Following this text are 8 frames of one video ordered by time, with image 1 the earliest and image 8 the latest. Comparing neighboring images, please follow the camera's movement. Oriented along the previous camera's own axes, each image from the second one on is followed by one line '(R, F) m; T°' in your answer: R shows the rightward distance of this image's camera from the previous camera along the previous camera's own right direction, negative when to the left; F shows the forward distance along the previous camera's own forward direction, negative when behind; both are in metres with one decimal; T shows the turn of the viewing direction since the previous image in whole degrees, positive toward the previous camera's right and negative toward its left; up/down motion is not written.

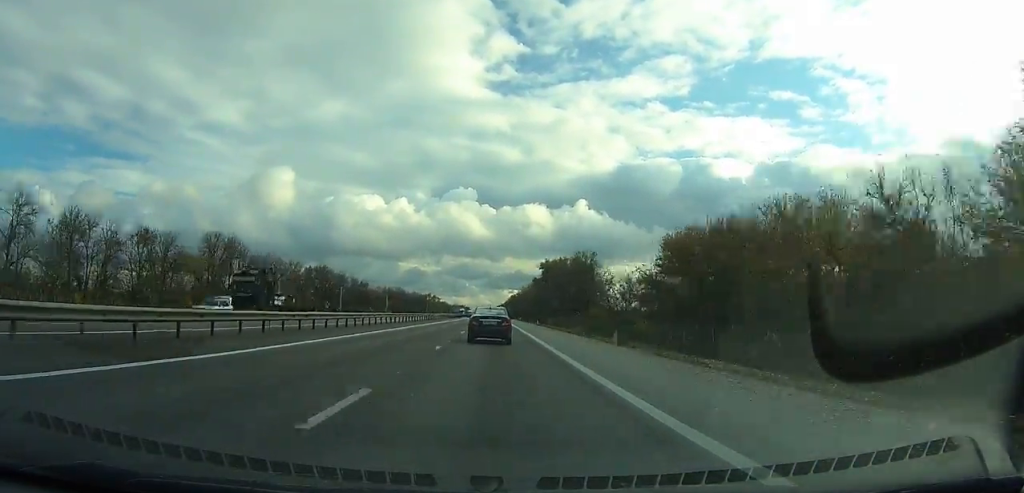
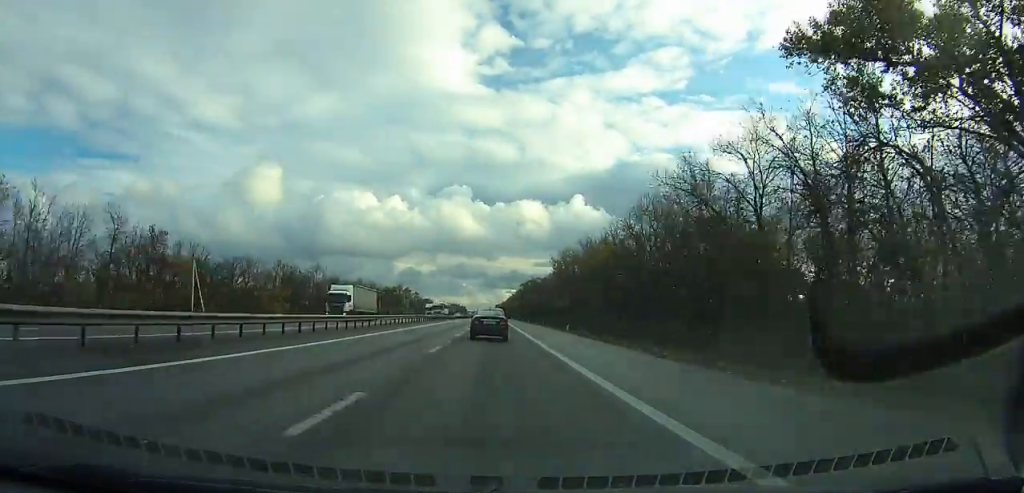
(-0.2, +135.8) m; 0°
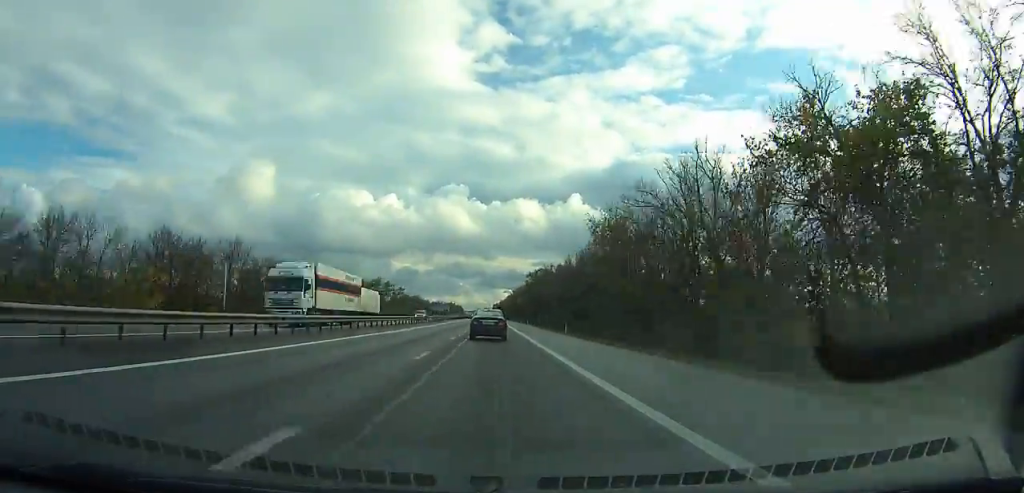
(0.0, +50.9) m; 0°
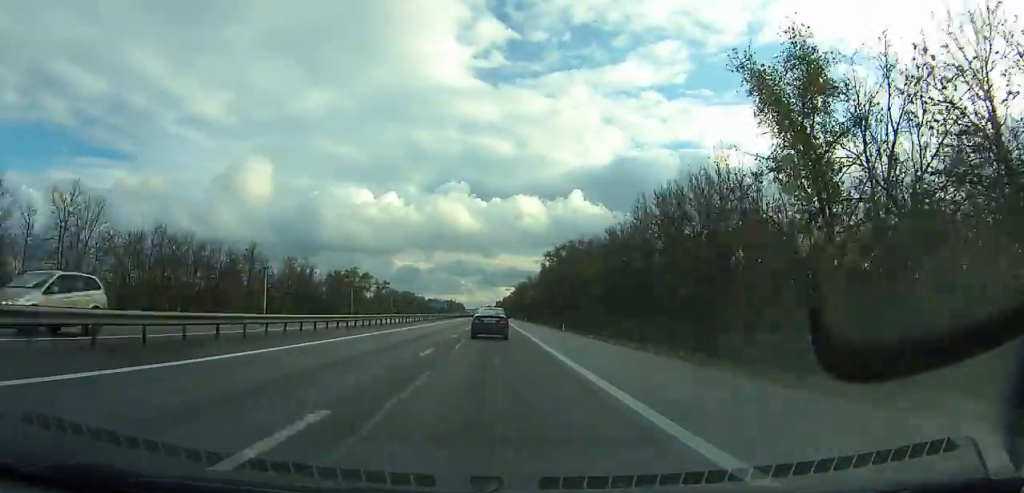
(-0.1, +45.7) m; 0°
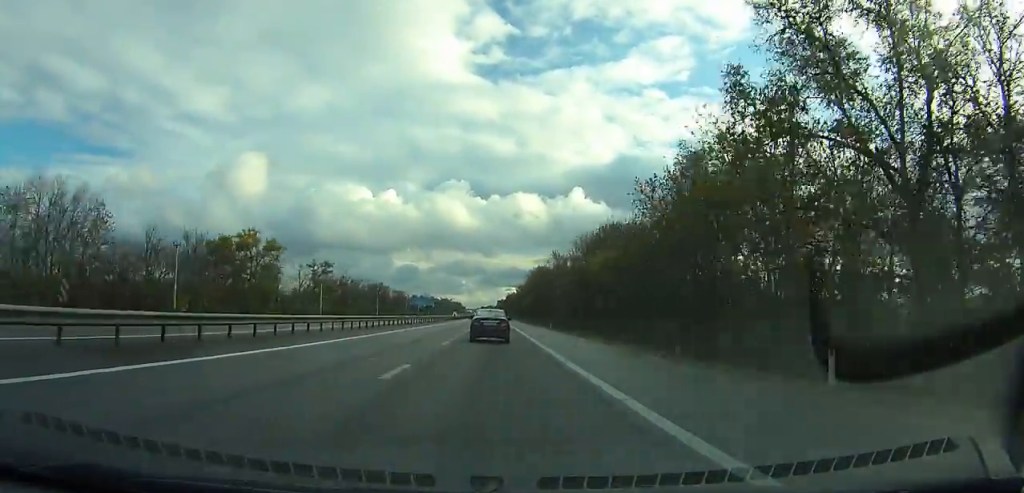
(-0.1, +89.0) m; 0°
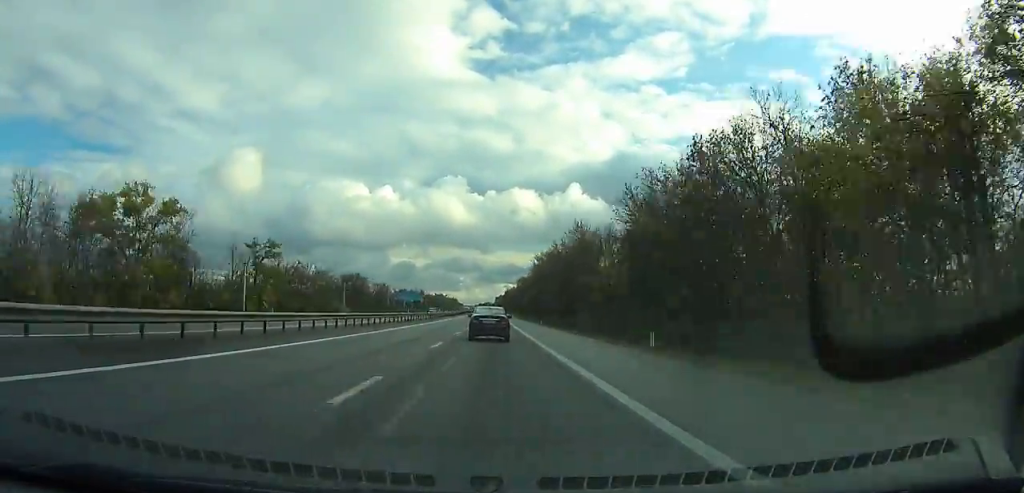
(0.0, +37.6) m; 0°
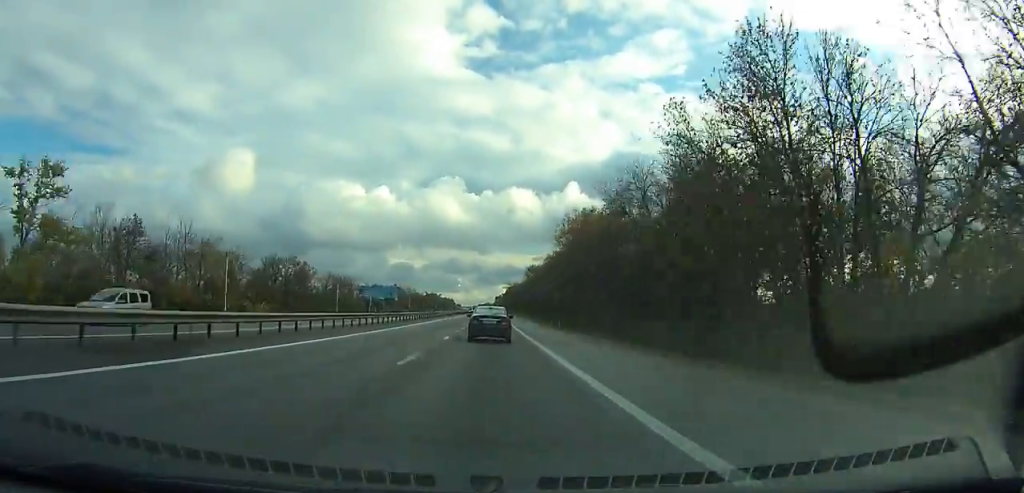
(+0.1, +66.7) m; 0°
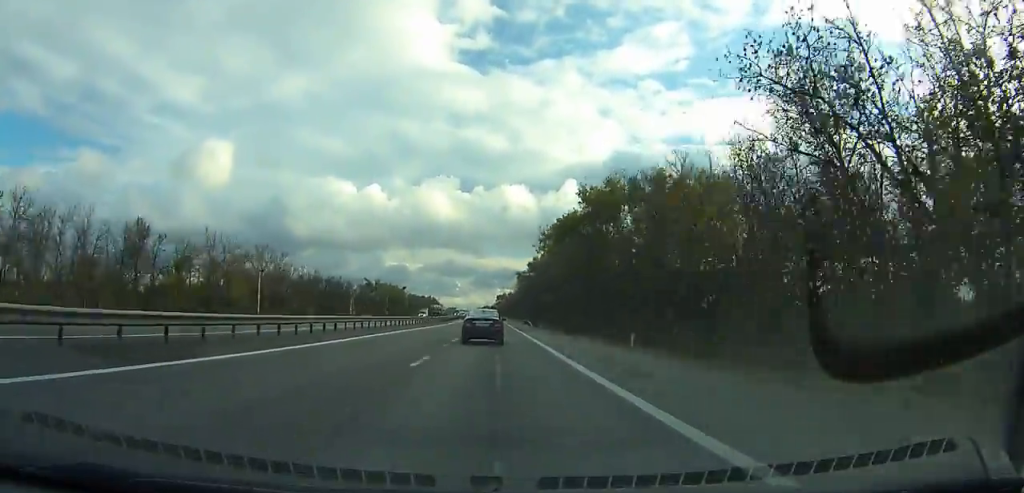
(+0.2, +227.6) m; 0°
